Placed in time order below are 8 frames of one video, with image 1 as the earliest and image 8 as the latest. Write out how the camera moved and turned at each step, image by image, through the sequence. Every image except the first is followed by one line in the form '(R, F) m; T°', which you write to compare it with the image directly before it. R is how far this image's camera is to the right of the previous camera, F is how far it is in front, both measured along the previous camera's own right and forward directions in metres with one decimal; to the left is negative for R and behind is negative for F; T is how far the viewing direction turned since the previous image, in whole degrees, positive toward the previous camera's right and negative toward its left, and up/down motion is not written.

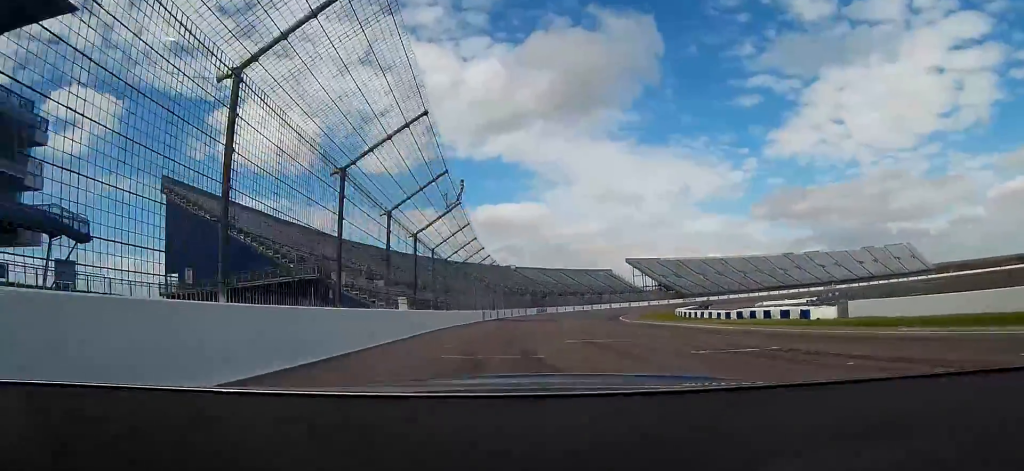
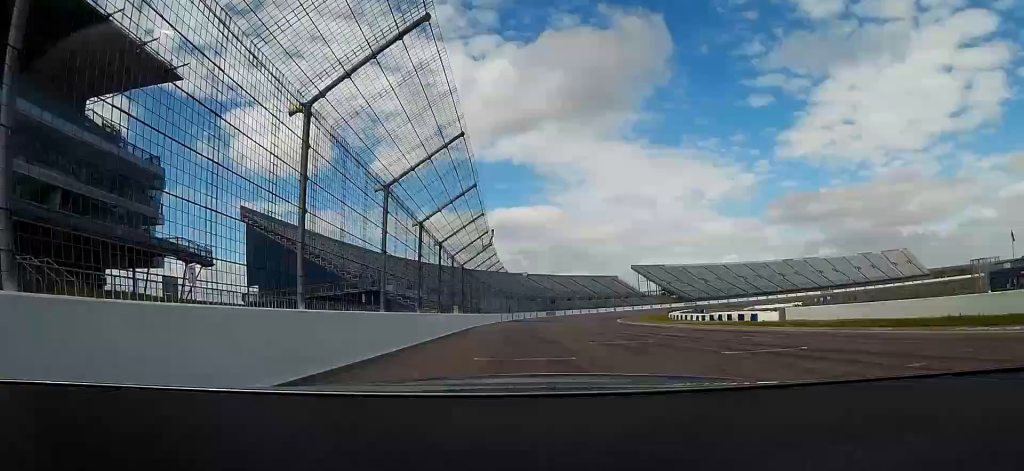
(-0.1, +17.1) m; -1°
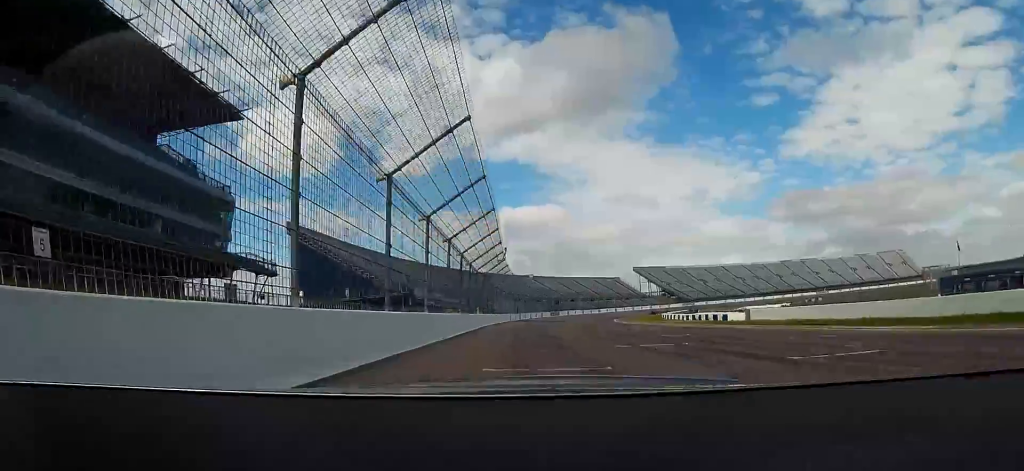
(-0.1, +13.8) m; 0°
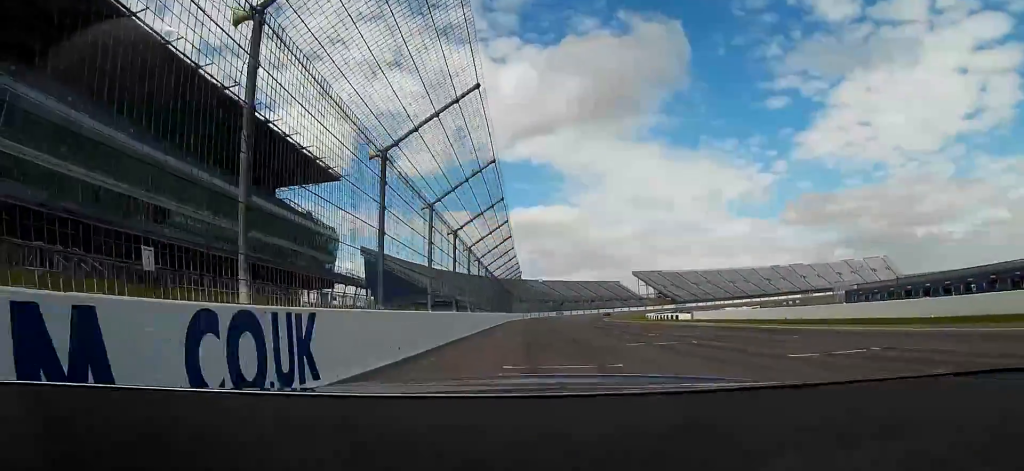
(-0.3, +35.4) m; -1°
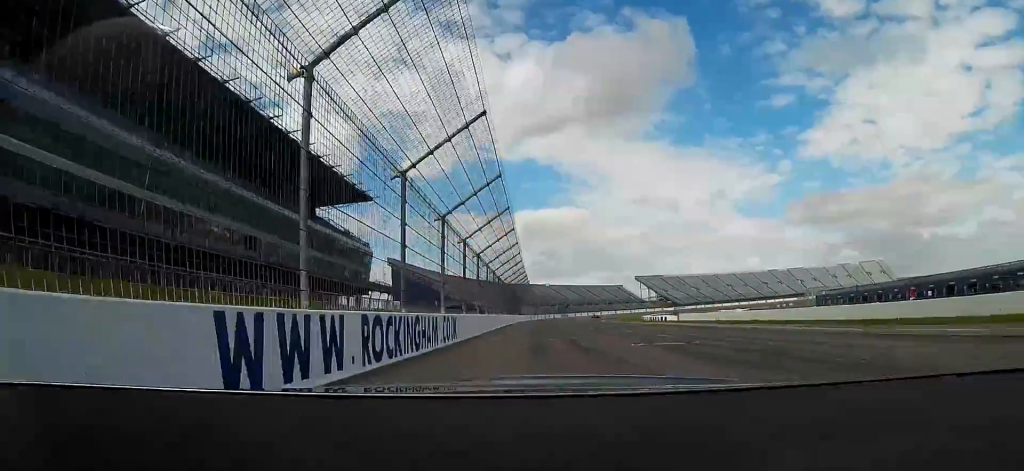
(0.0, +17.4) m; 0°
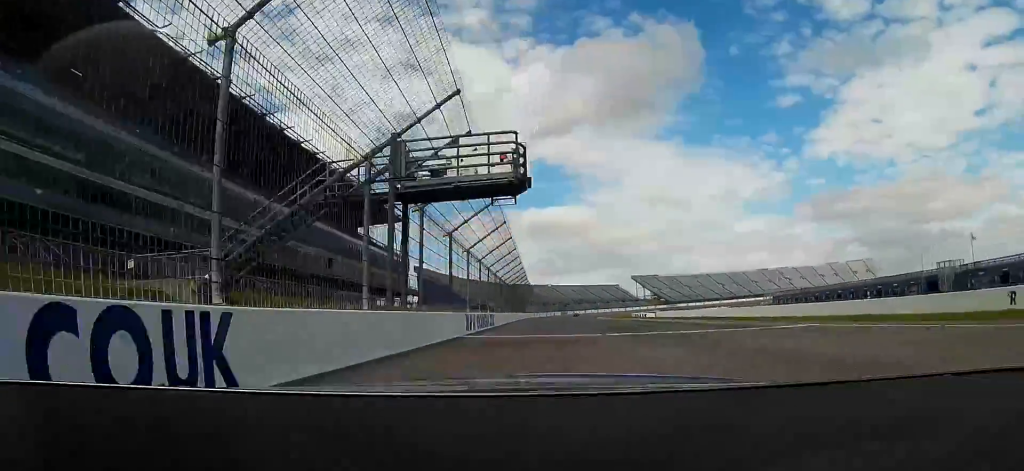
(-0.2, +28.6) m; -1°
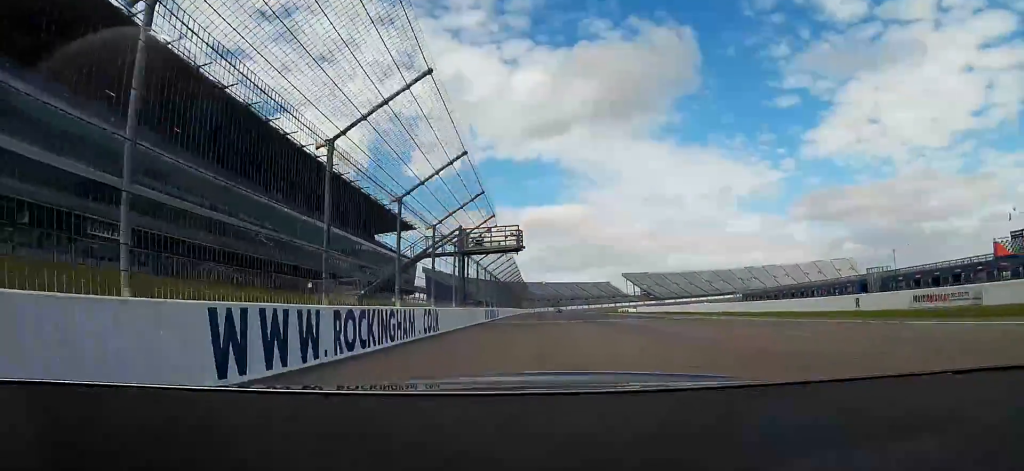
(-0.1, +20.9) m; 0°
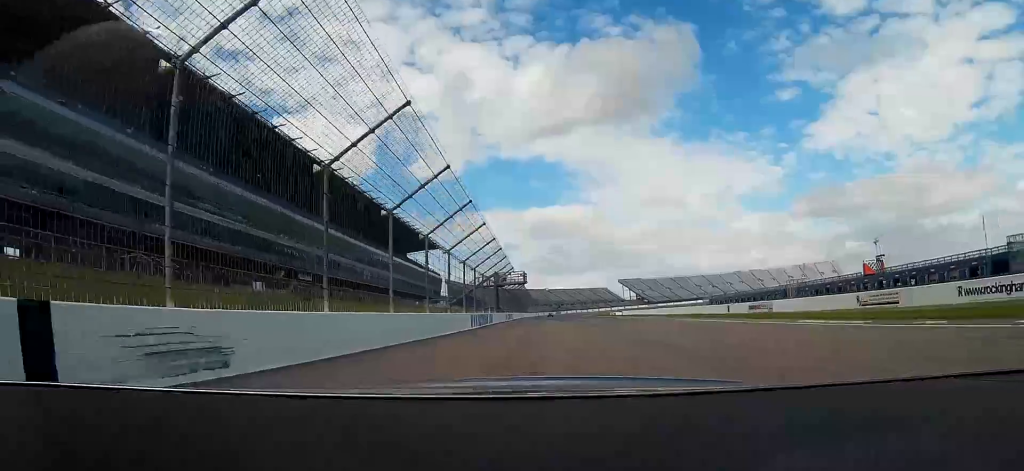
(-0.2, +39.2) m; -1°
